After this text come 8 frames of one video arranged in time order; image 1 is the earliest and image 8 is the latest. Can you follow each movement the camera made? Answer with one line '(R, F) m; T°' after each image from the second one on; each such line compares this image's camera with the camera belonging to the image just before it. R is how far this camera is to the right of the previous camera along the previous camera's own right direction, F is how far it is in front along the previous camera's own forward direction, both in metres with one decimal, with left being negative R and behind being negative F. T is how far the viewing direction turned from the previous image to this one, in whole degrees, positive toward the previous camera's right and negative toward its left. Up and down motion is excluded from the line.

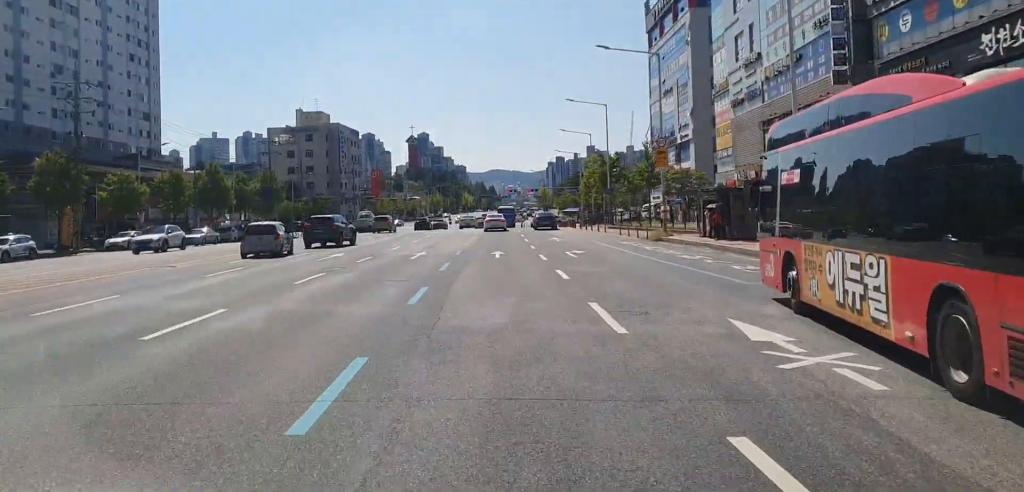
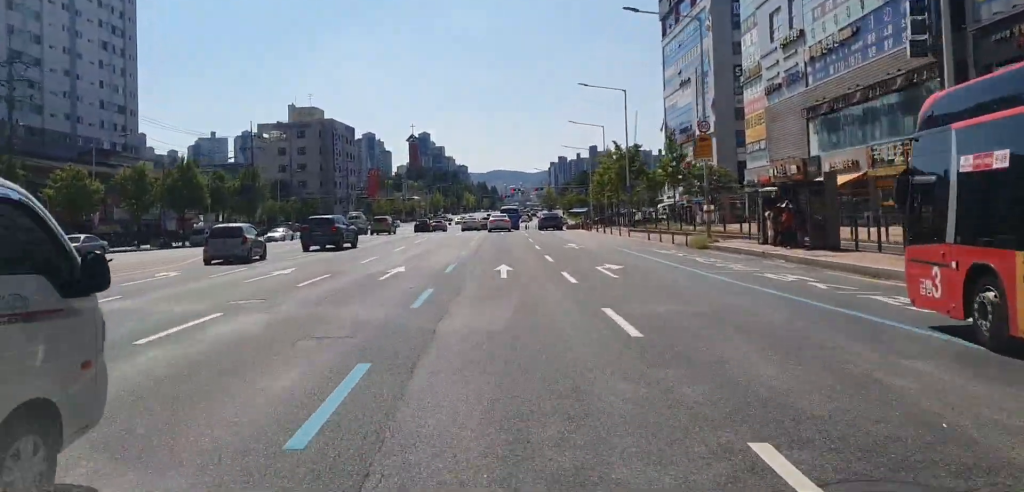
(-0.1, +8.6) m; 0°
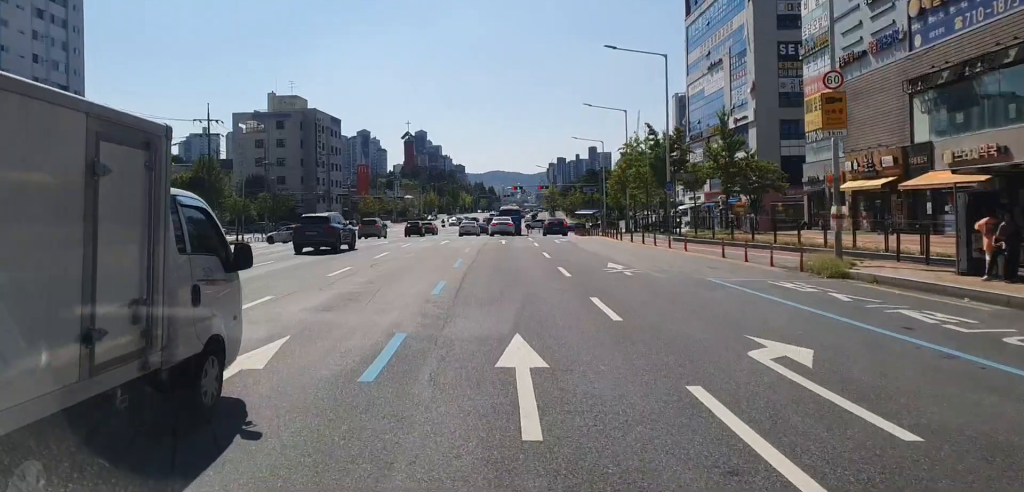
(+0.1, +14.4) m; -2°
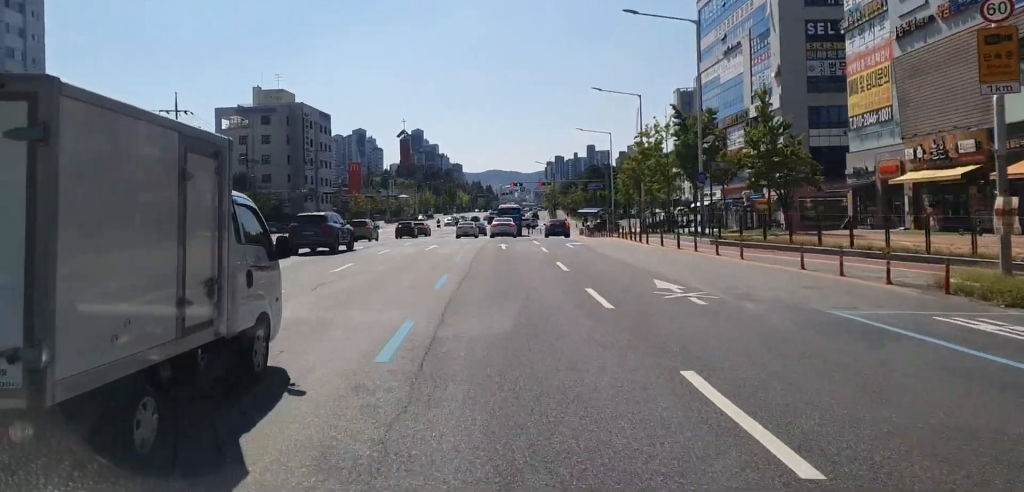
(-0.2, +8.0) m; -1°
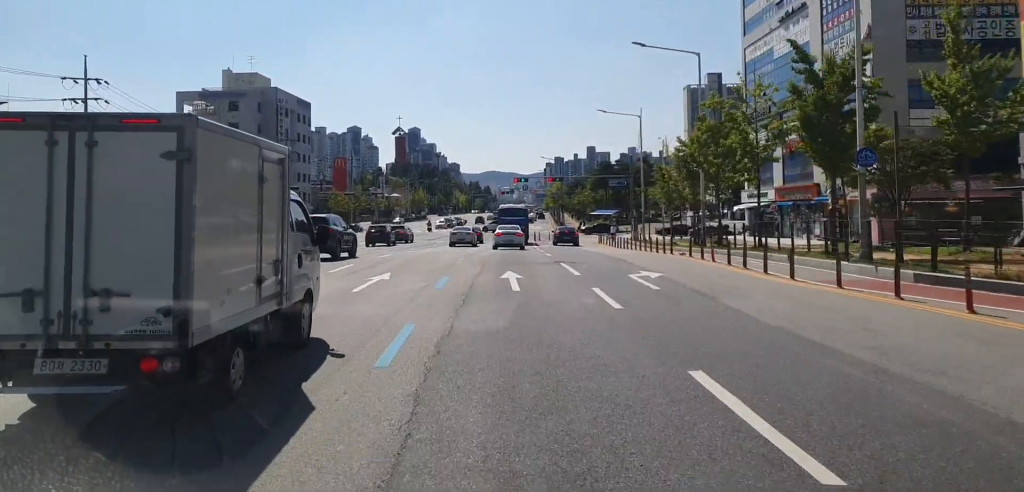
(0.0, +17.8) m; +2°
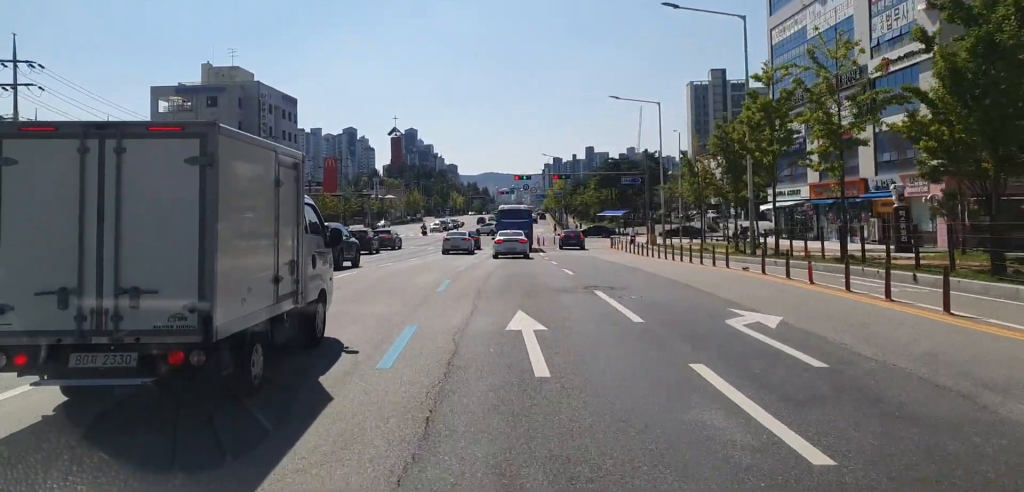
(+0.2, +8.6) m; -1°
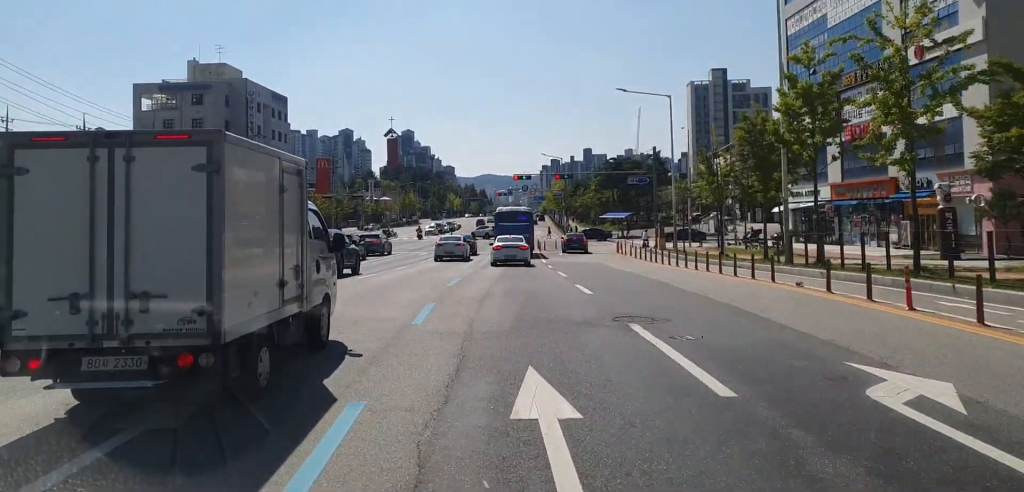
(-0.2, +4.7) m; -1°
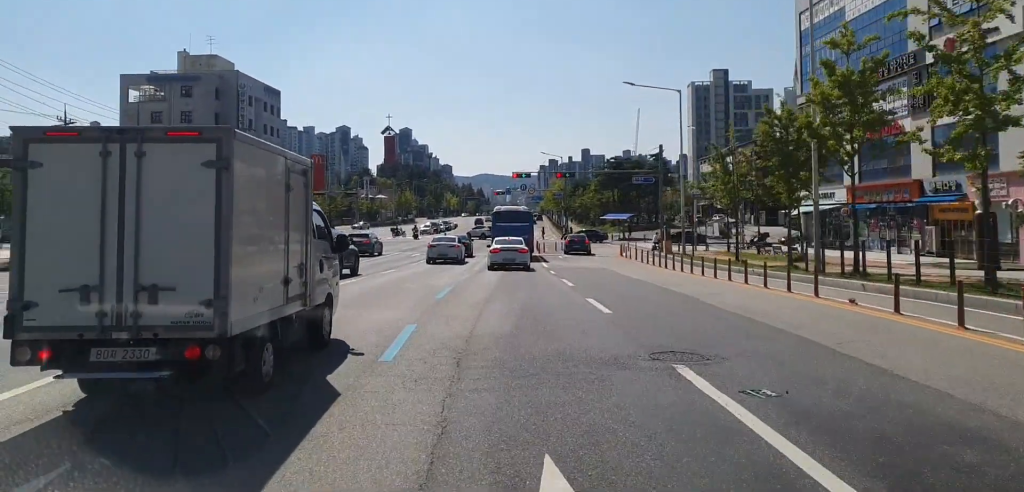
(-0.1, +3.4) m; -1°
